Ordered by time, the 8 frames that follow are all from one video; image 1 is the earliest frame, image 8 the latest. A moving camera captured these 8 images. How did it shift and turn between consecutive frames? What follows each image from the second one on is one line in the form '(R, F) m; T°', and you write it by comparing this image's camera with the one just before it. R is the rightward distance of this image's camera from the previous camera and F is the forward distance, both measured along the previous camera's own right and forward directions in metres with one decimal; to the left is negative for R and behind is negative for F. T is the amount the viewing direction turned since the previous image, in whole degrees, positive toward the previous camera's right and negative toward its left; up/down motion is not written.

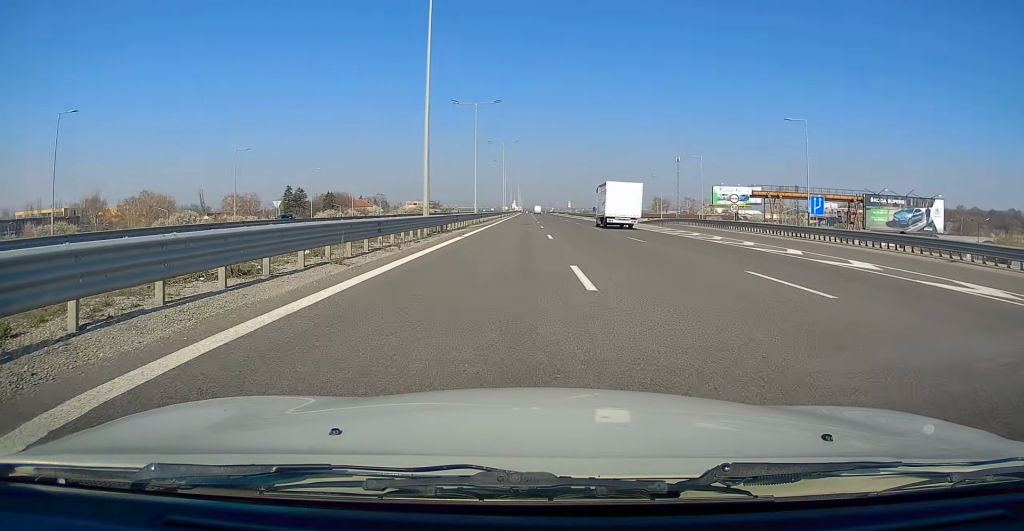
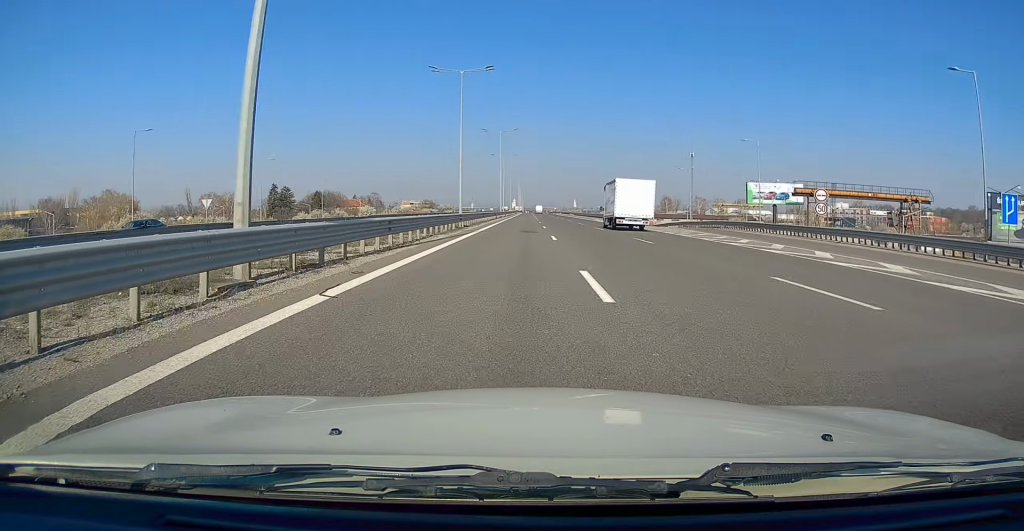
(0.0, +17.1) m; 0°
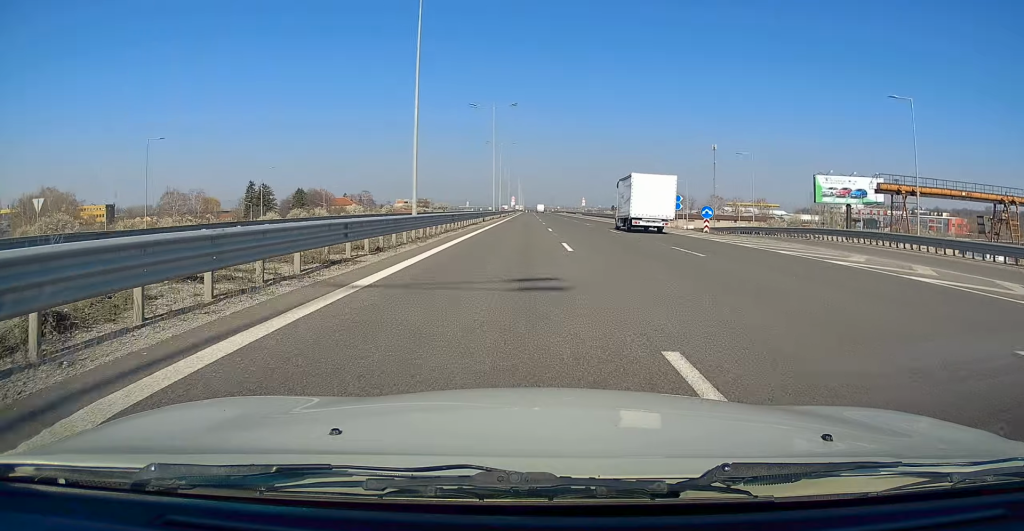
(0.0, +22.5) m; 0°
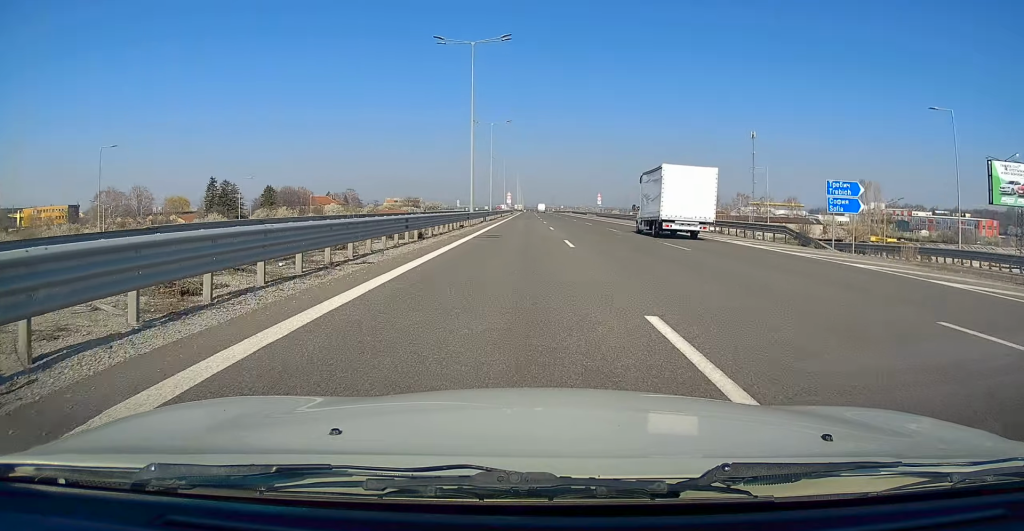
(-0.2, +30.0) m; 0°
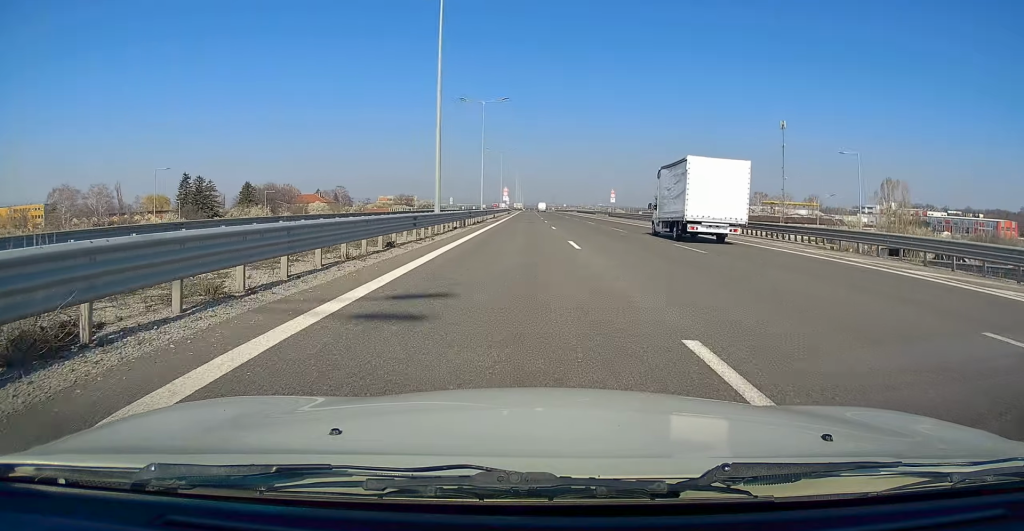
(-0.2, +17.2) m; 0°
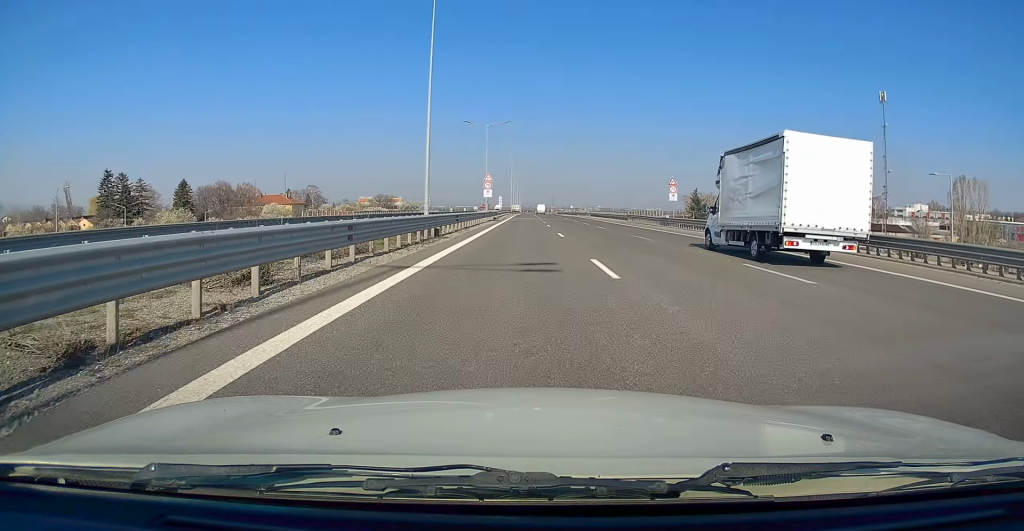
(+0.4, +38.8) m; +1°
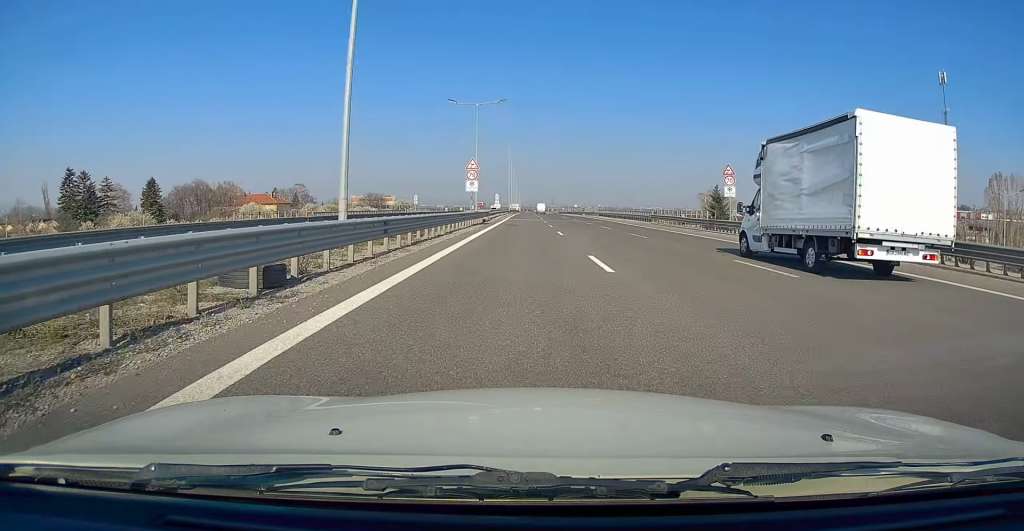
(0.0, +15.1) m; 0°
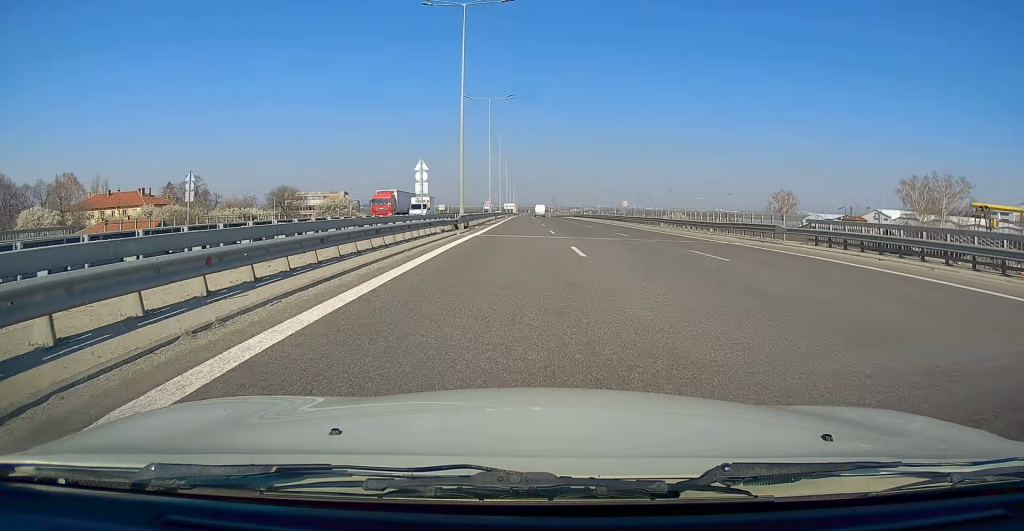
(+0.1, +84.0) m; 0°
